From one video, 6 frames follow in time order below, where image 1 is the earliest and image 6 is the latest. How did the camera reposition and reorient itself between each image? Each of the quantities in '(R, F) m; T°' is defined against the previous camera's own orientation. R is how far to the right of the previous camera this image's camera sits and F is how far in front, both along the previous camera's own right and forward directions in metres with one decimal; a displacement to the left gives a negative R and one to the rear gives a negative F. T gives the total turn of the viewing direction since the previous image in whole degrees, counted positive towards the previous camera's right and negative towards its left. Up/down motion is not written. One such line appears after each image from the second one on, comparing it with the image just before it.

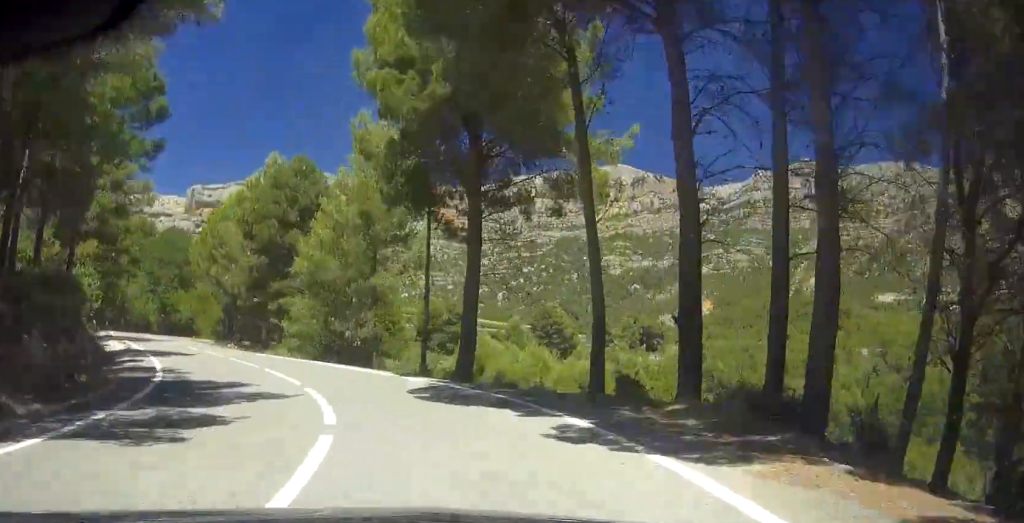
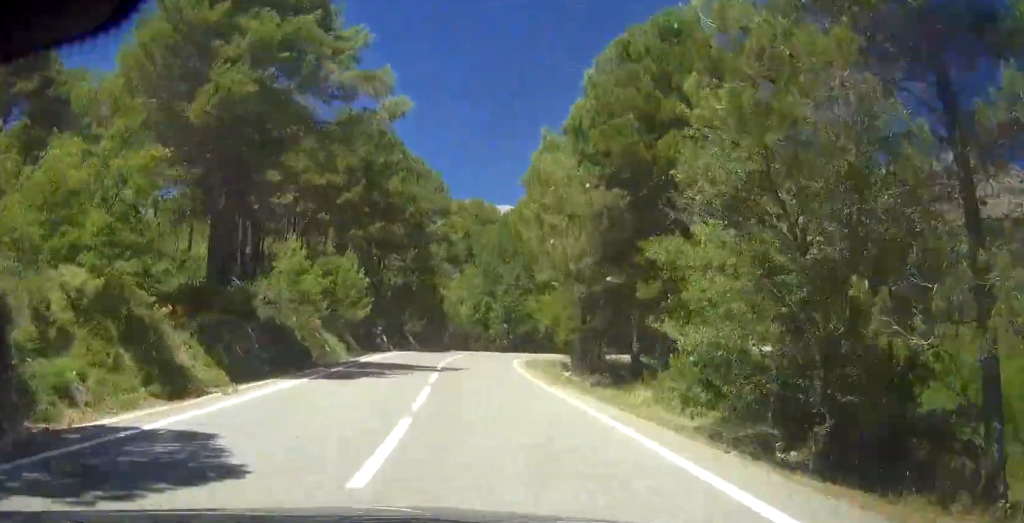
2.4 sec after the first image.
(-3.7, +25.9) m; -6°
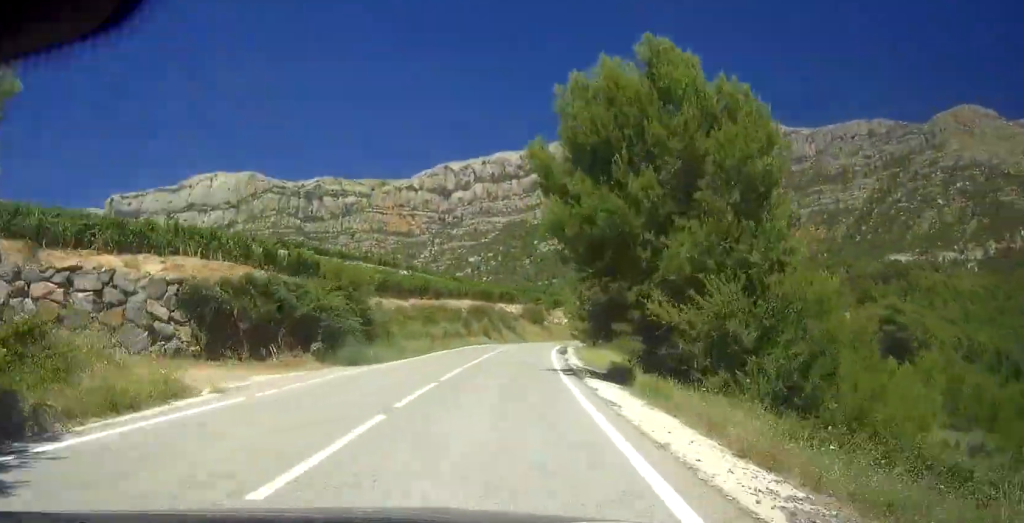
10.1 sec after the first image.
(+14.2, +92.2) m; +24°
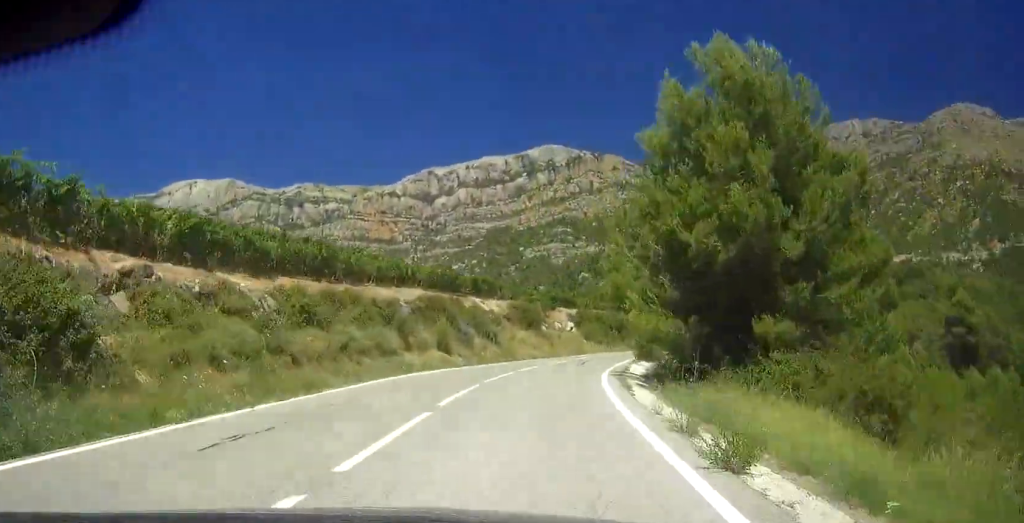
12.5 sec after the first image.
(+2.7, +33.0) m; +7°
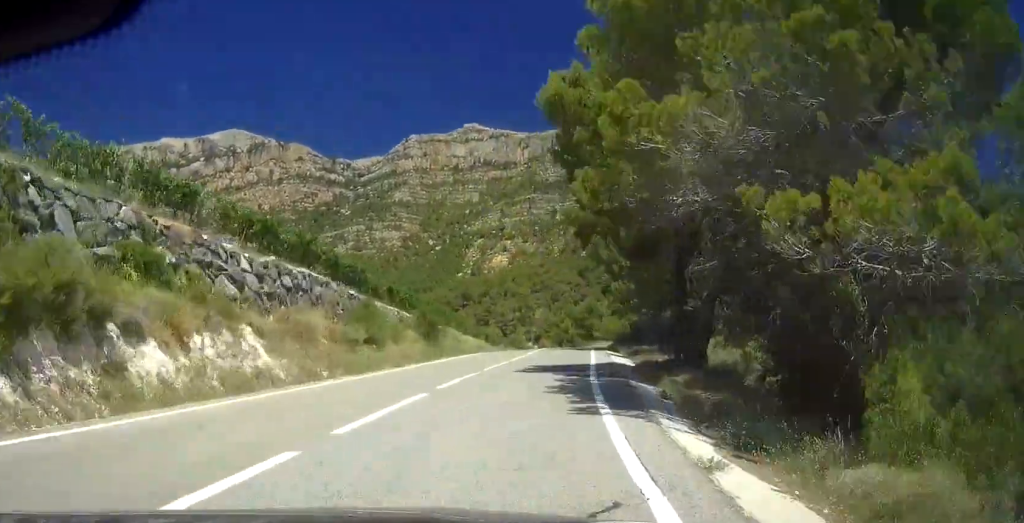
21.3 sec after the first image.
(+24.3, +127.6) m; +18°
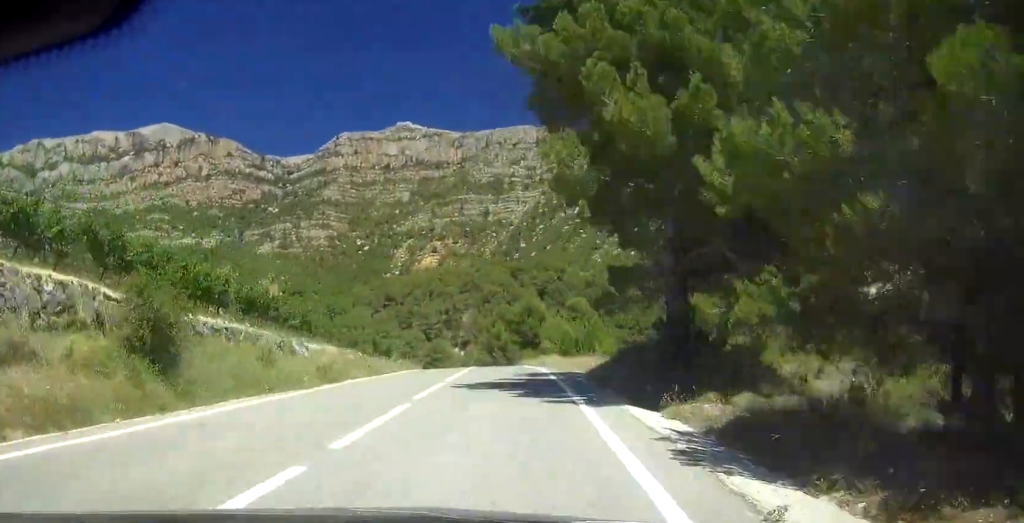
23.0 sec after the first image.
(+1.0, +27.2) m; +2°
